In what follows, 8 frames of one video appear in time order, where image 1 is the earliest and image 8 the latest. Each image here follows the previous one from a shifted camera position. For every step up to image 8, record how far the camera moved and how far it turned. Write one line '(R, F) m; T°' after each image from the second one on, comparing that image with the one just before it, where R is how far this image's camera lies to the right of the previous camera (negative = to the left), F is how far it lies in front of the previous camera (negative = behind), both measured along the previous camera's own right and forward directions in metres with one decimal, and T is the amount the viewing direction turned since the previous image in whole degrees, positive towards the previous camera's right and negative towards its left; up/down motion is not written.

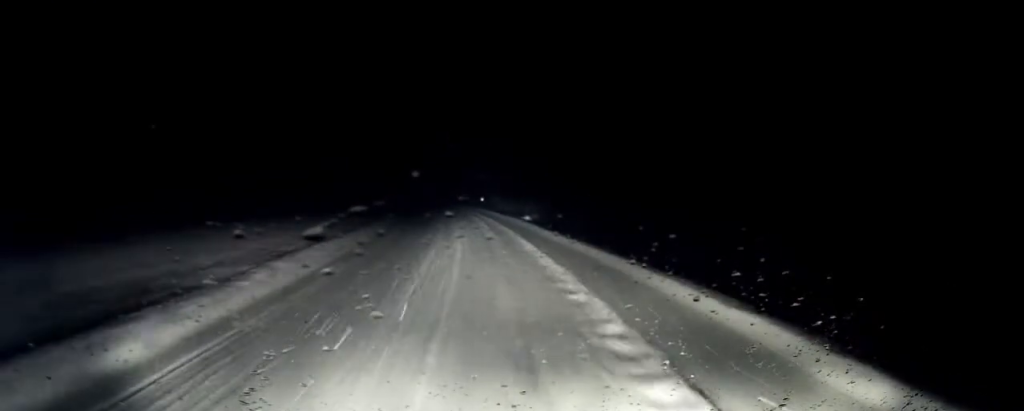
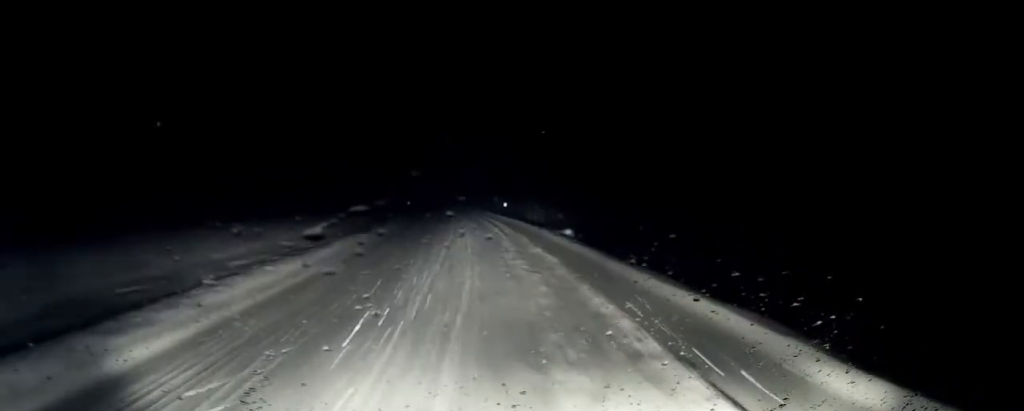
(-0.3, +10.0) m; -1°
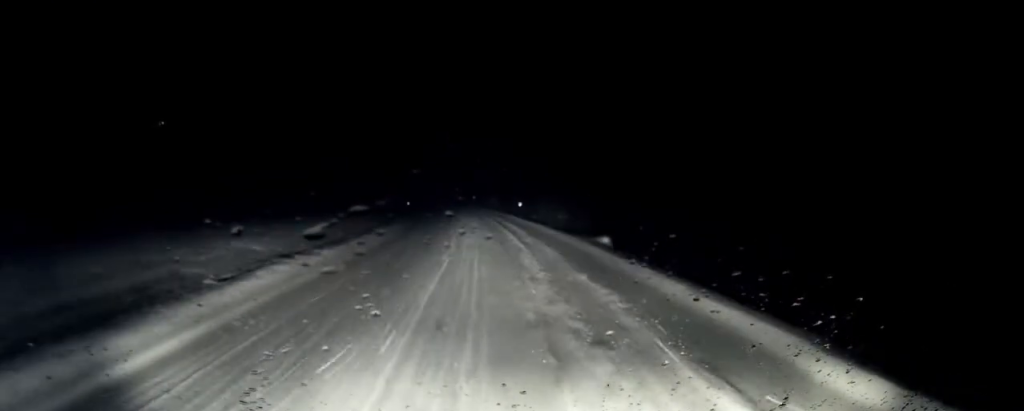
(+0.1, +5.8) m; 0°
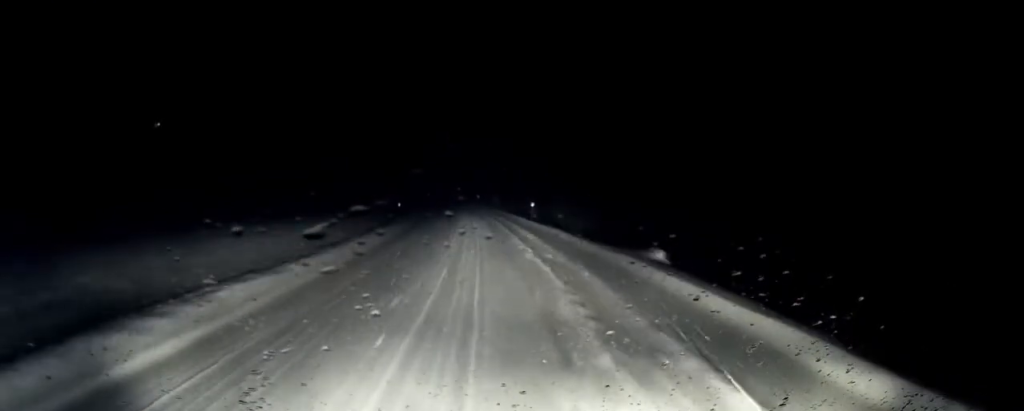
(0.0, +5.8) m; 0°
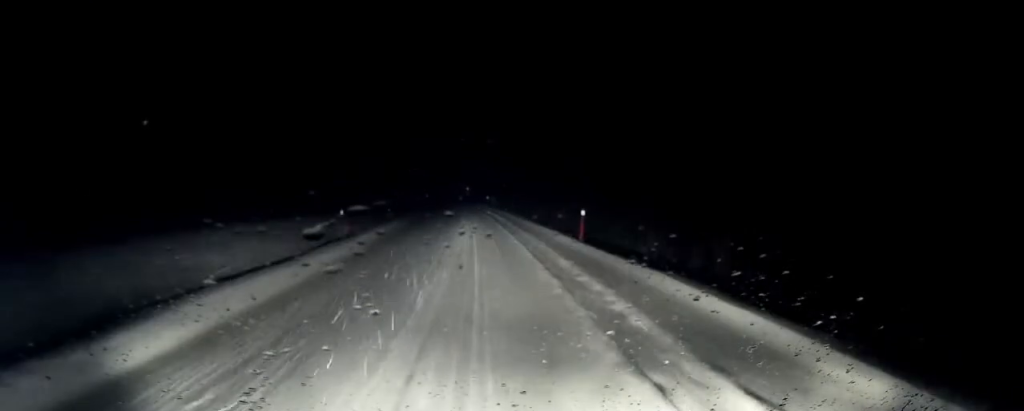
(-0.2, +13.1) m; -3°
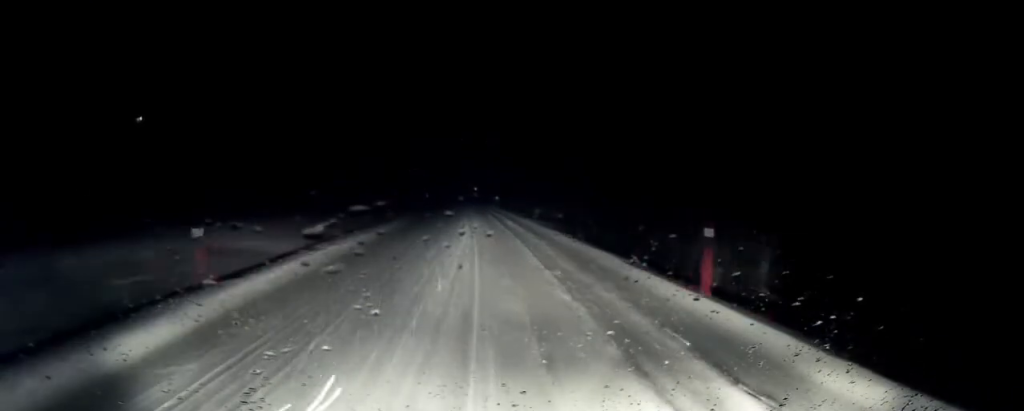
(-0.2, +9.0) m; -2°
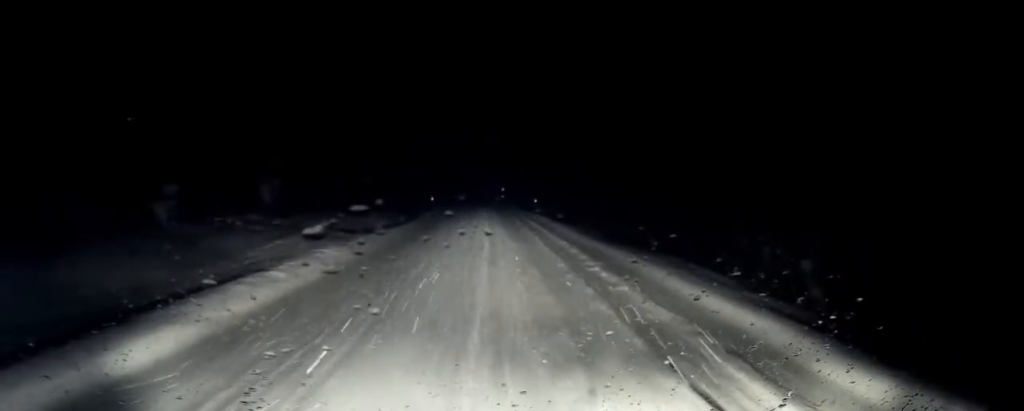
(-0.1, +18.2) m; -1°
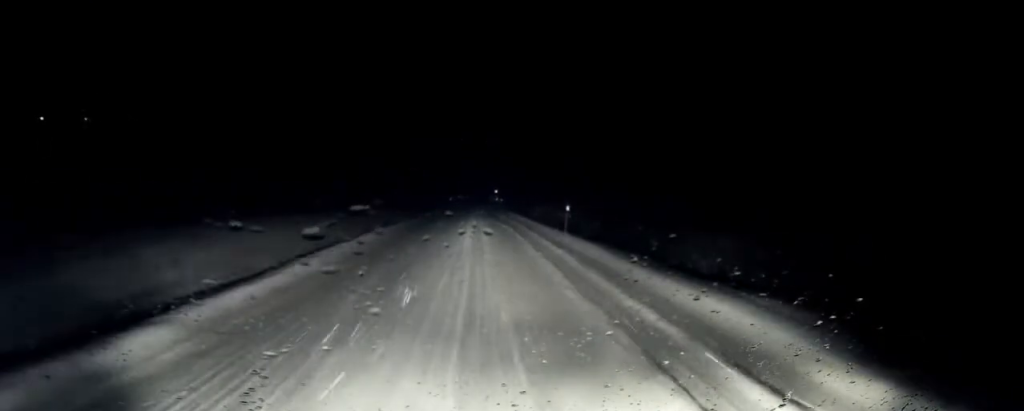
(0.0, +18.3) m; 0°
